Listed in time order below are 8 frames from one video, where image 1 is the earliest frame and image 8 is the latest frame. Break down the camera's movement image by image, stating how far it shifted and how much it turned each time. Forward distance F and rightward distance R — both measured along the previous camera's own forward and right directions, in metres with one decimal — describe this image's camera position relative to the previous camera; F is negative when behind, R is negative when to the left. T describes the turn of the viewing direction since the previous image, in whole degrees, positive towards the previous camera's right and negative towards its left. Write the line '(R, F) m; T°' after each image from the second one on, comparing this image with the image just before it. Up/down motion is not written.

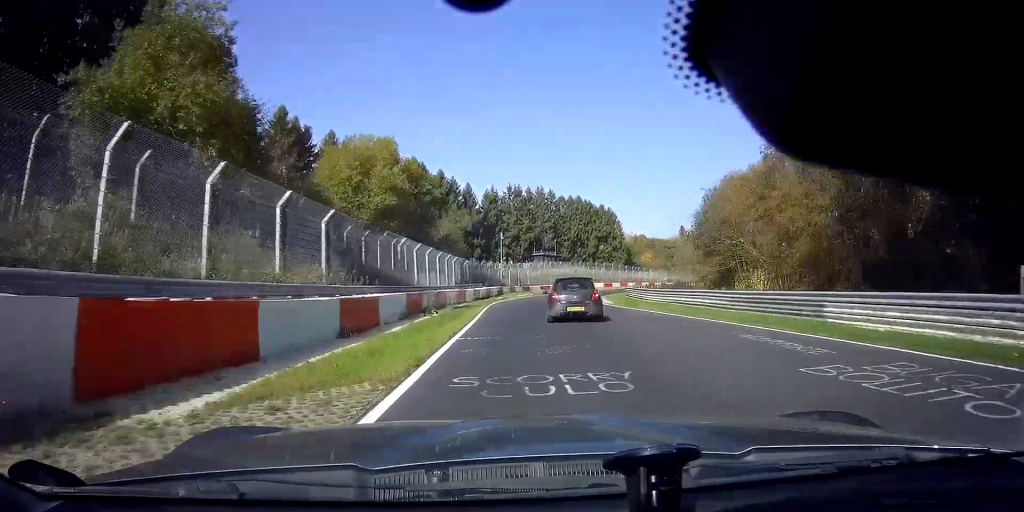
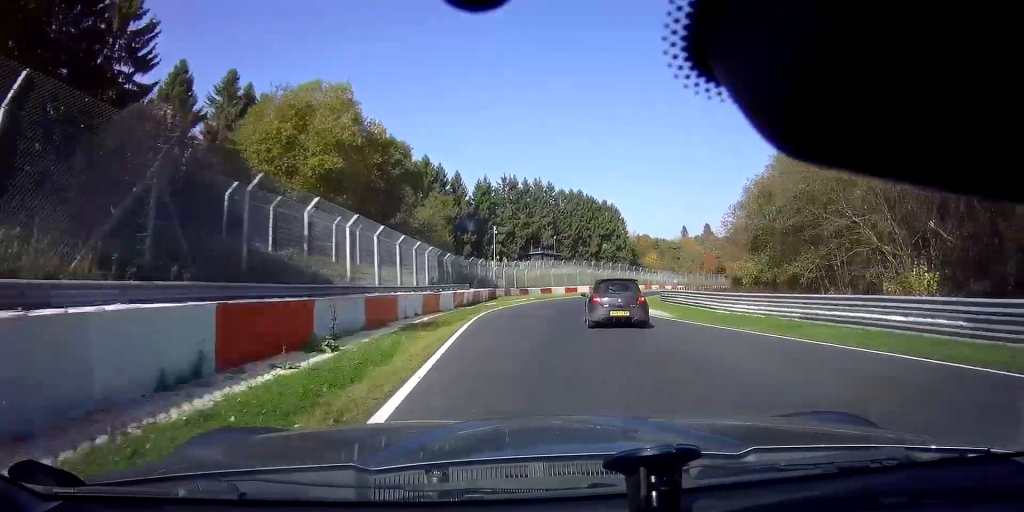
(+0.1, +14.6) m; +2°
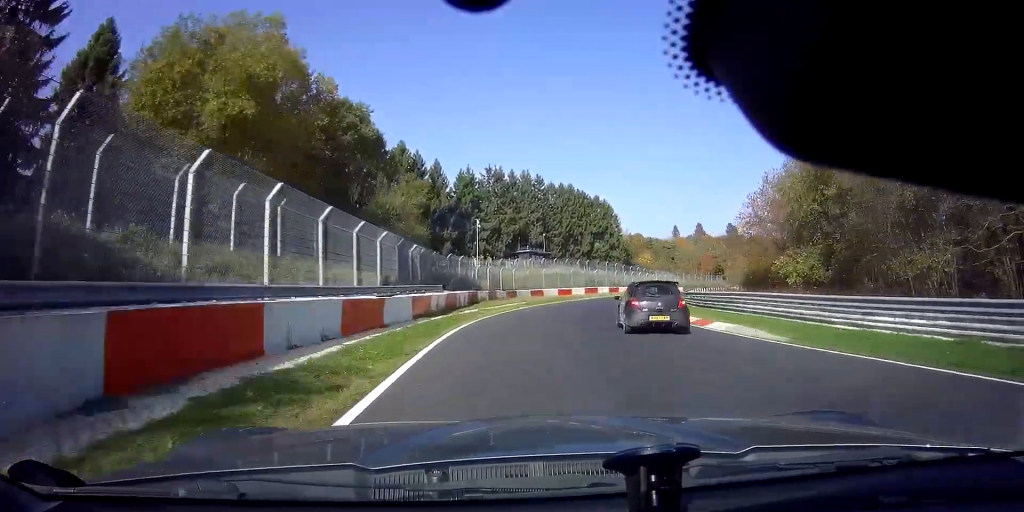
(-0.2, +10.6) m; +2°
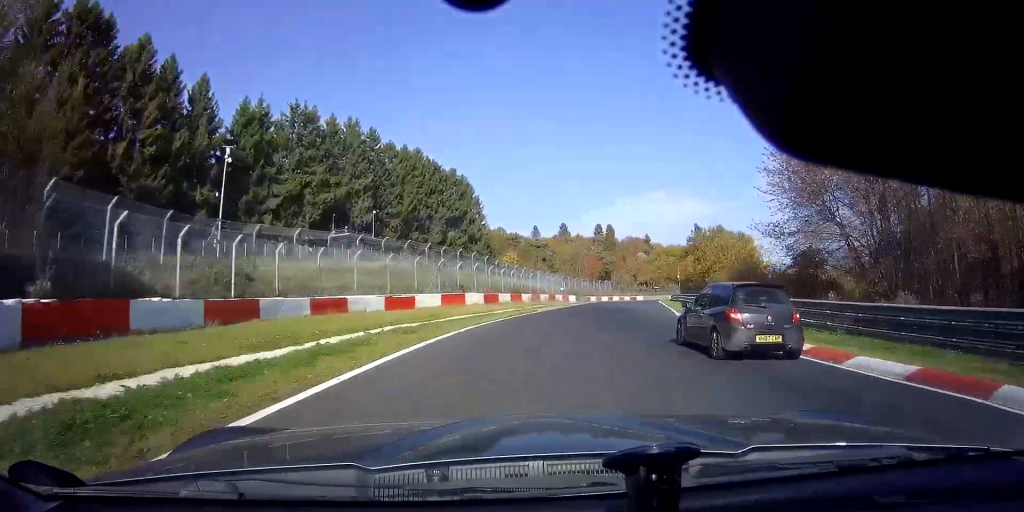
(+4.7, +39.9) m; +15°
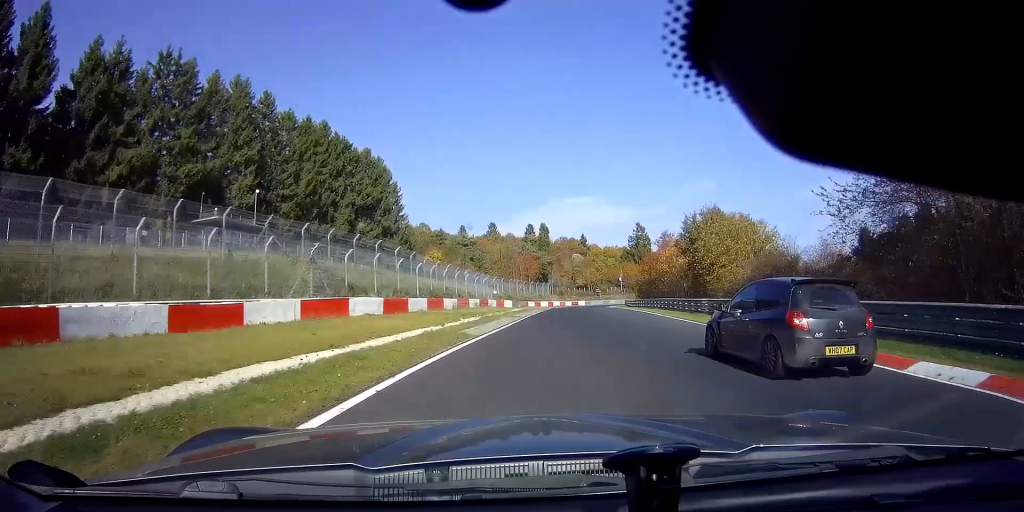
(+1.1, +17.0) m; +6°
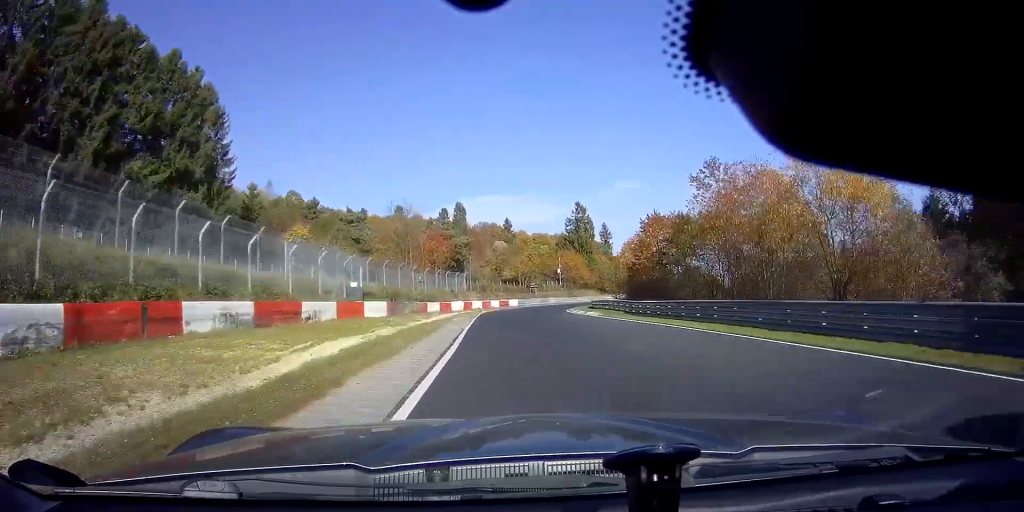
(+3.3, +37.8) m; +9°
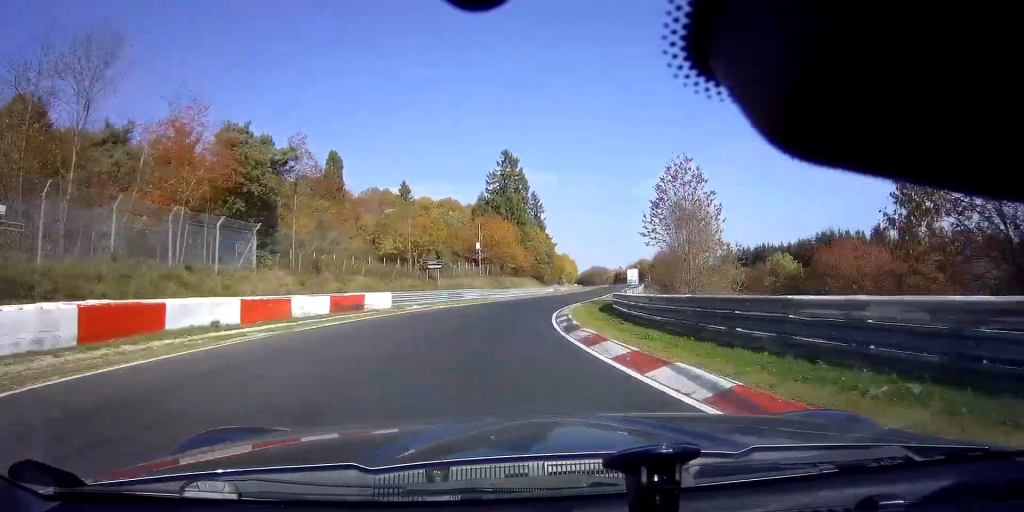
(+4.7, +47.9) m; +12°
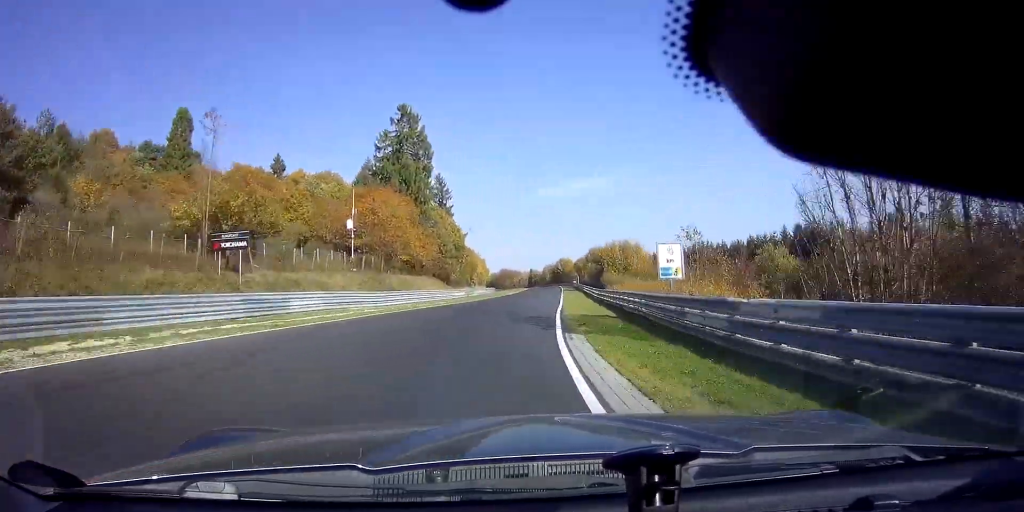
(+1.8, +26.8) m; +7°
